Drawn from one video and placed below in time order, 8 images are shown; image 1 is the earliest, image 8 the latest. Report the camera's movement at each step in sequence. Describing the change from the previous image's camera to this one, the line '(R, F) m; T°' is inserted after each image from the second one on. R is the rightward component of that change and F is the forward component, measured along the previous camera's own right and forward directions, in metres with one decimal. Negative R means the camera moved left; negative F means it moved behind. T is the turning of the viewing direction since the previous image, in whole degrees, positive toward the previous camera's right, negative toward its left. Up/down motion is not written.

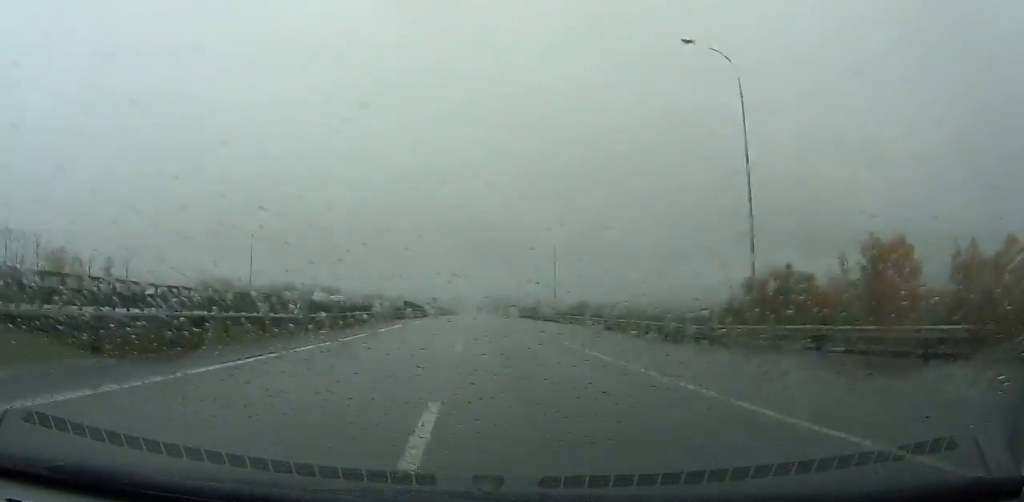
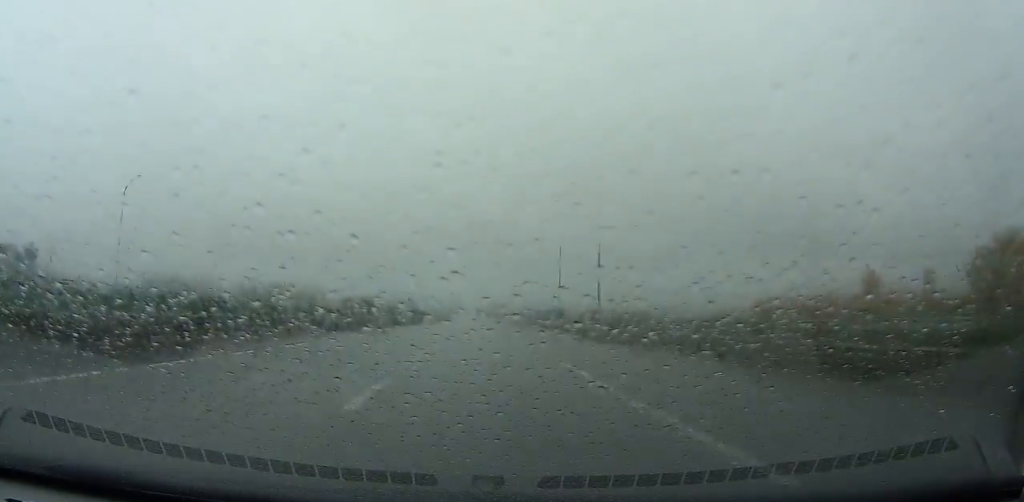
(+0.2, +33.4) m; 0°
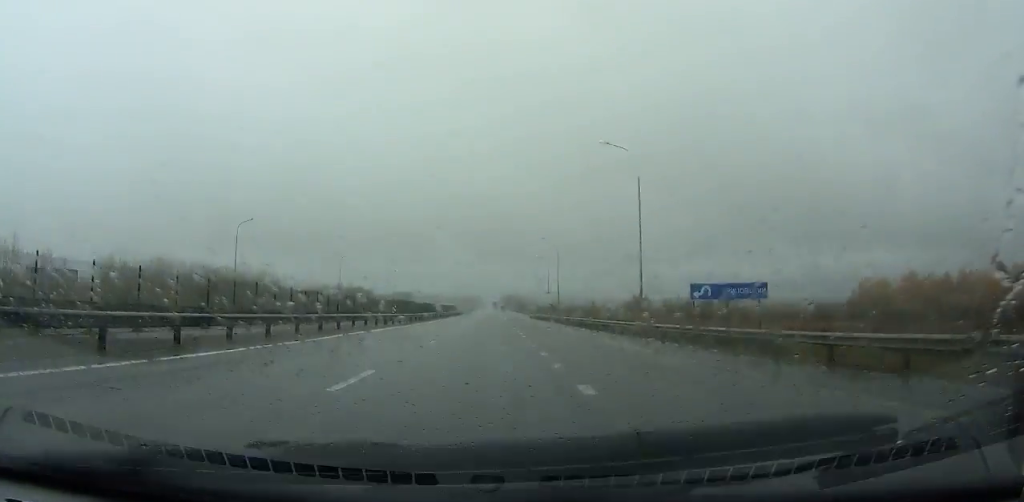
(-0.3, +83.7) m; -1°
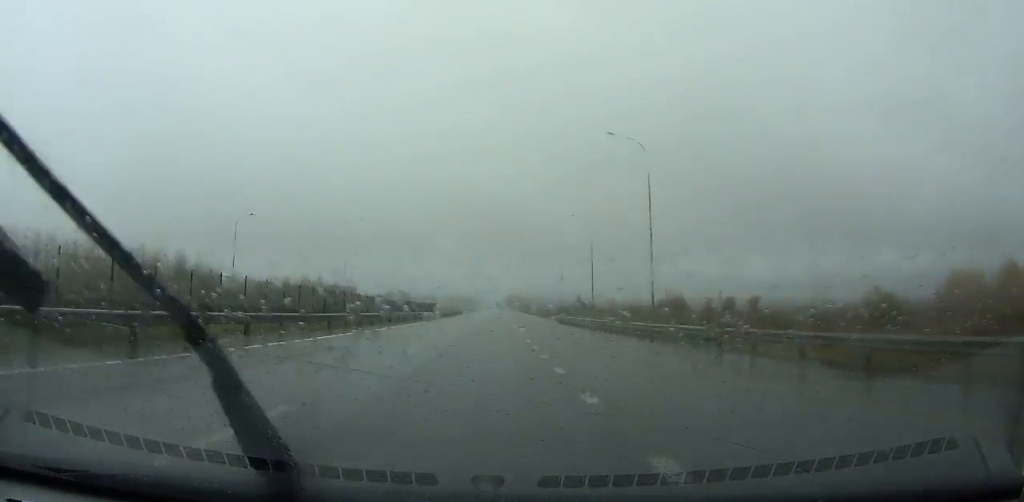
(-0.4, +53.1) m; 0°
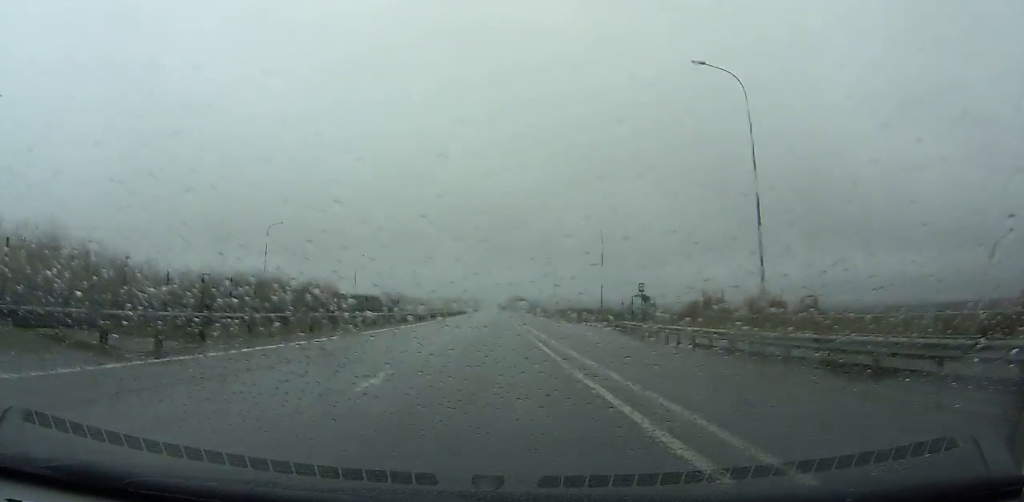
(-0.2, +43.8) m; 0°
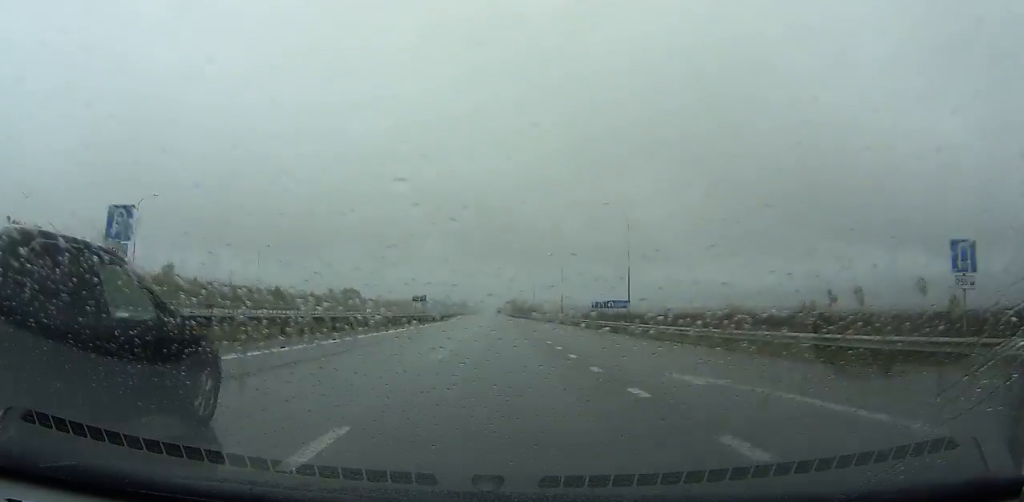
(0.0, +166.7) m; 0°
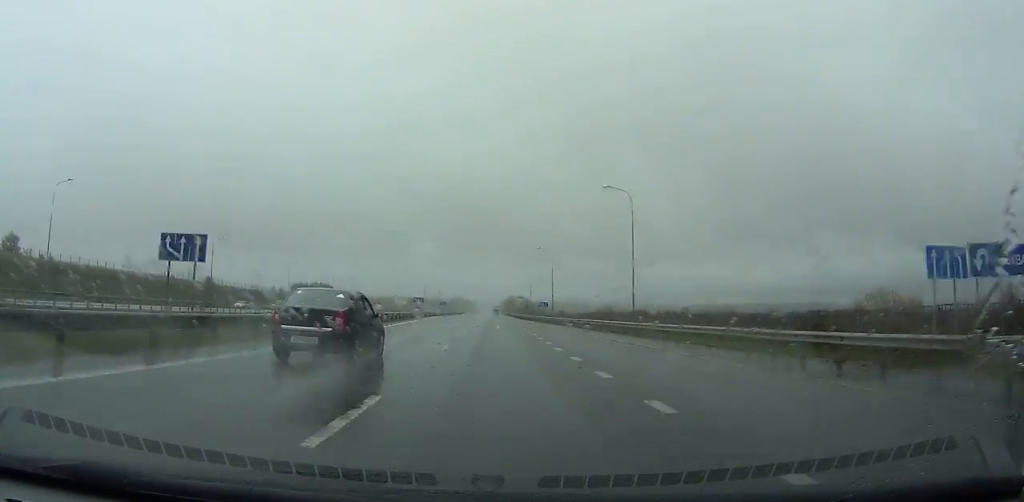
(+0.2, +57.3) m; 0°
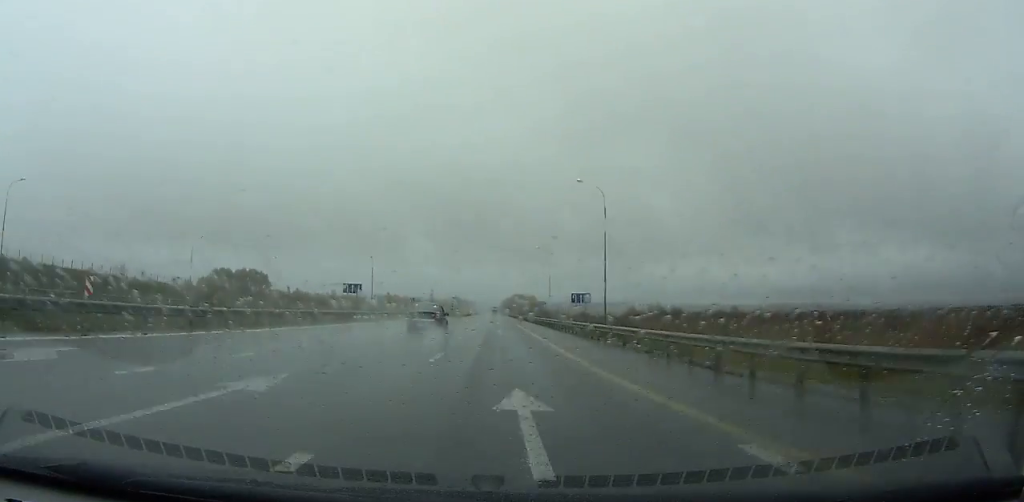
(-0.1, +98.2) m; 0°
